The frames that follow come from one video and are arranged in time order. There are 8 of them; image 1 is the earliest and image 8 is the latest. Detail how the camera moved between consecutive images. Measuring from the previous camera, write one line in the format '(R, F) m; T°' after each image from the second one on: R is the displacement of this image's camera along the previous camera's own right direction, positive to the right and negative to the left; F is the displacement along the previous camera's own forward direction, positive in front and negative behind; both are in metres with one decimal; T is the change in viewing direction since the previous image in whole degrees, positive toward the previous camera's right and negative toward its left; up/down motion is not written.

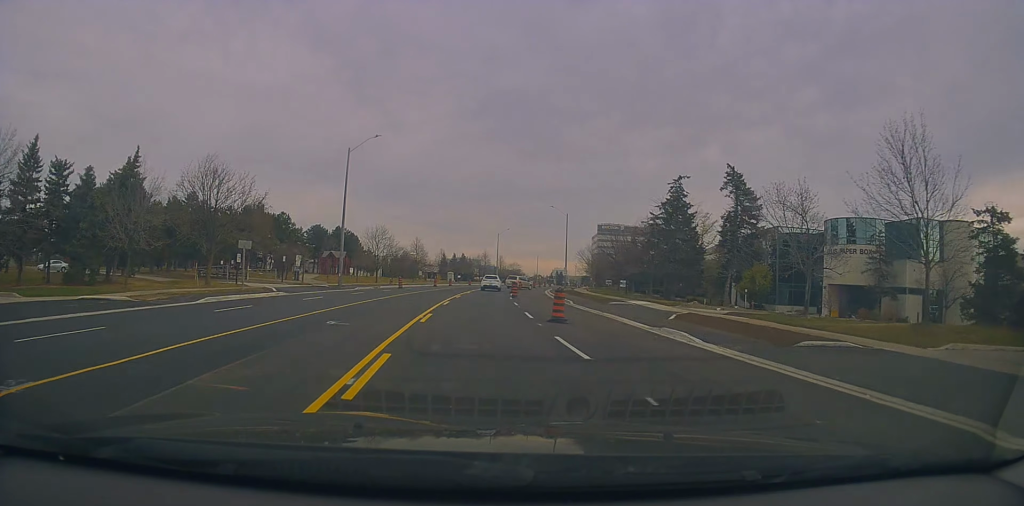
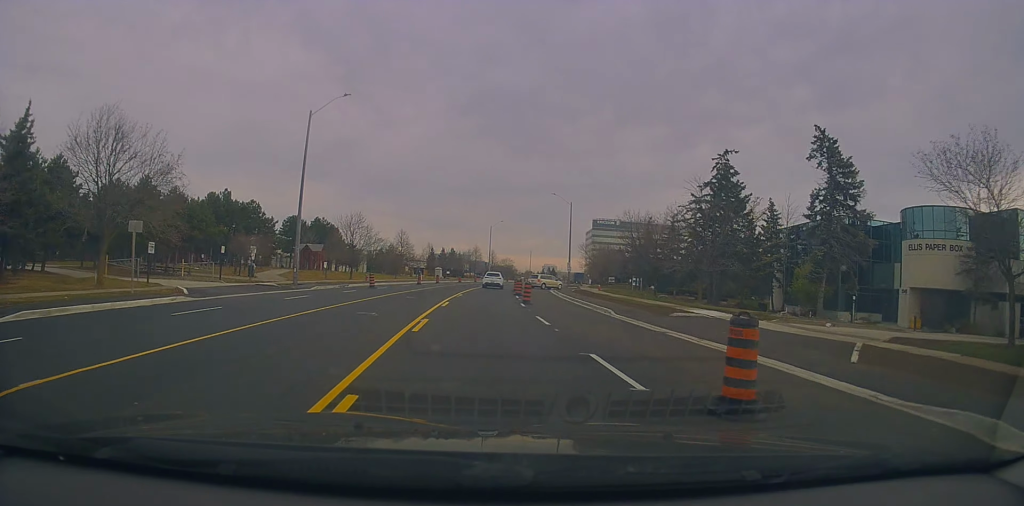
(+0.7, +11.6) m; +2°
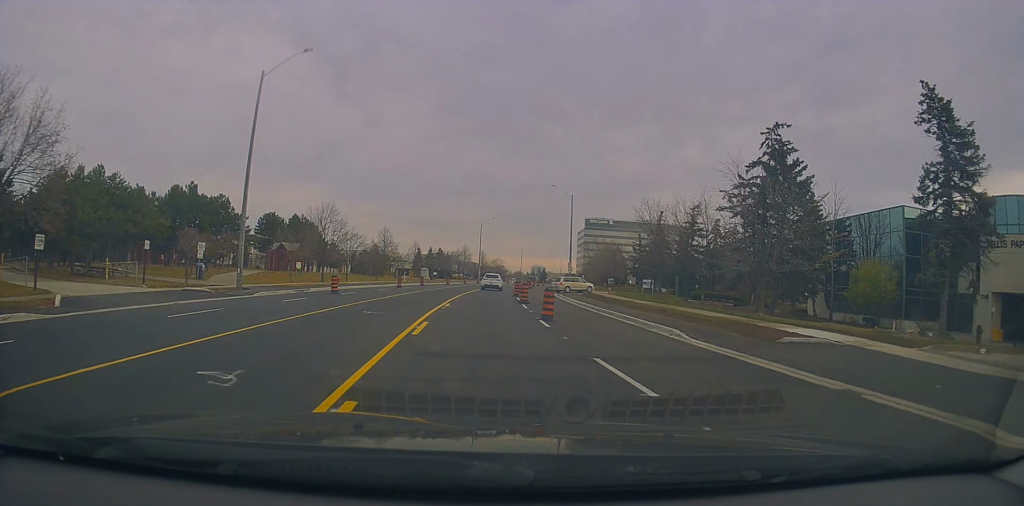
(-0.2, +9.5) m; -1°
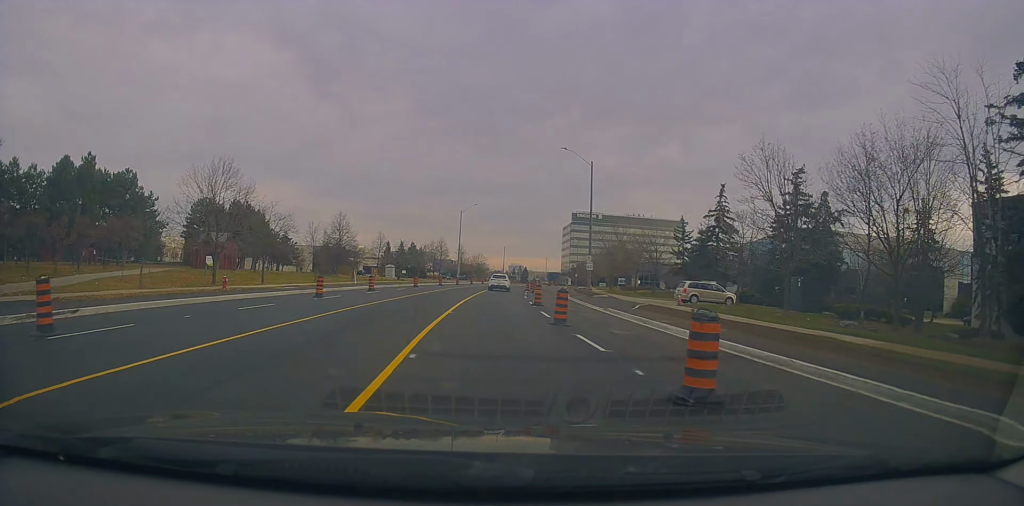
(+0.1, +22.5) m; +2°
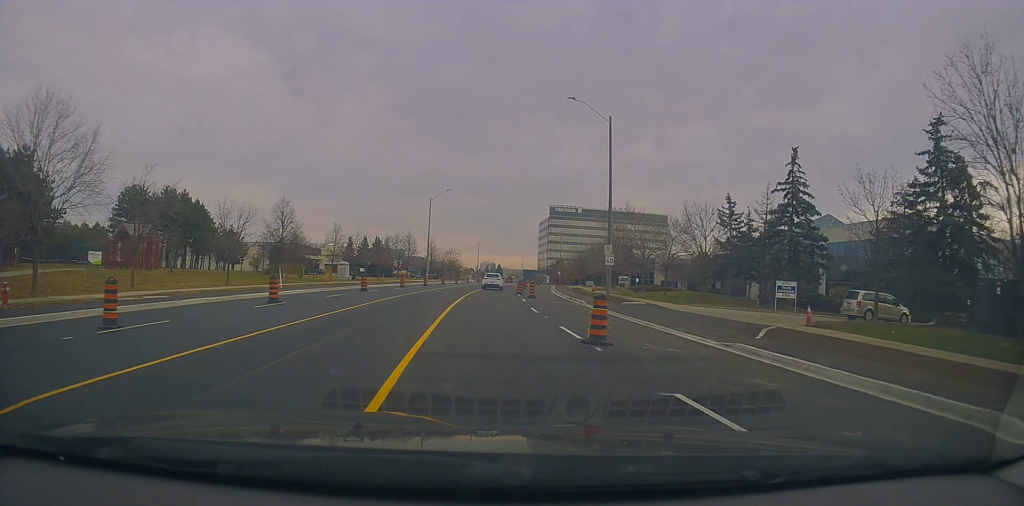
(+0.5, +15.4) m; +2°
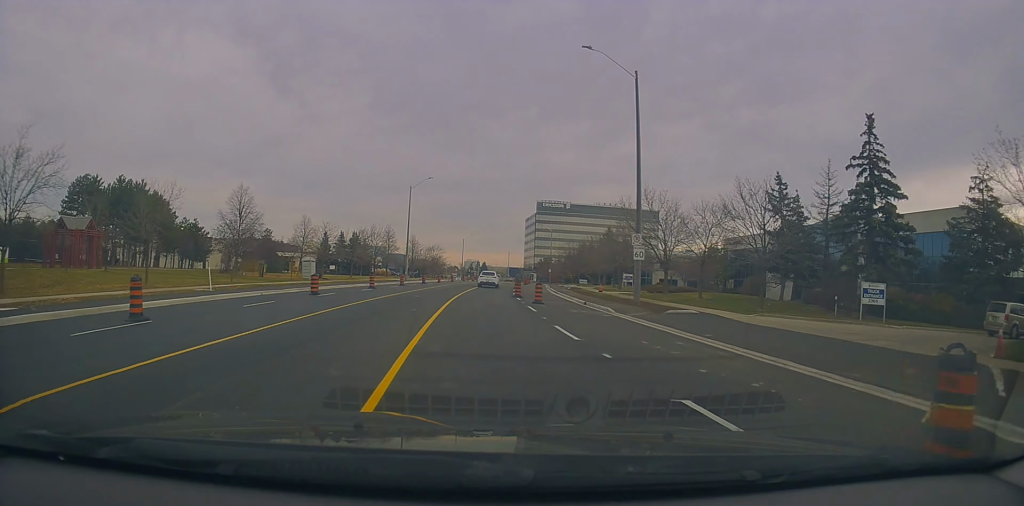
(0.0, +9.2) m; +1°
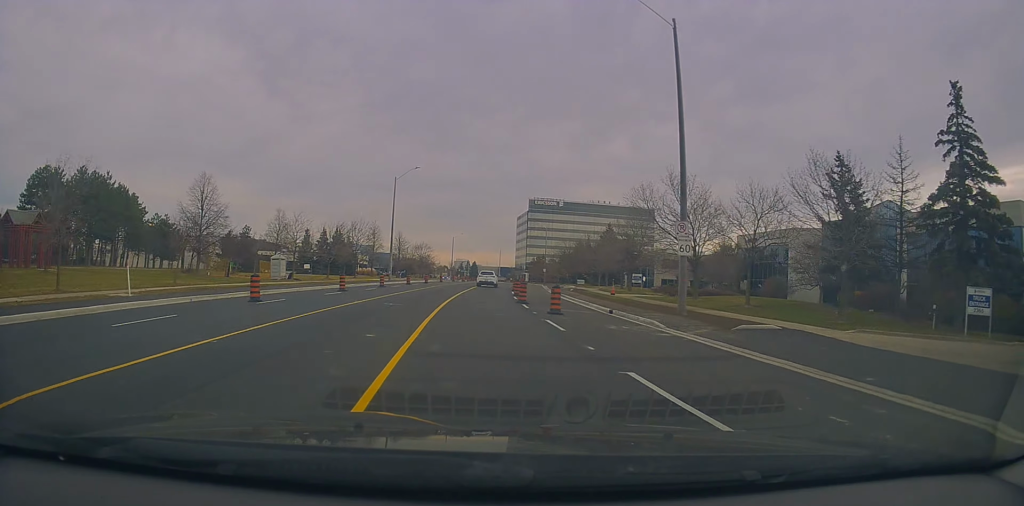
(+0.1, +7.8) m; +1°
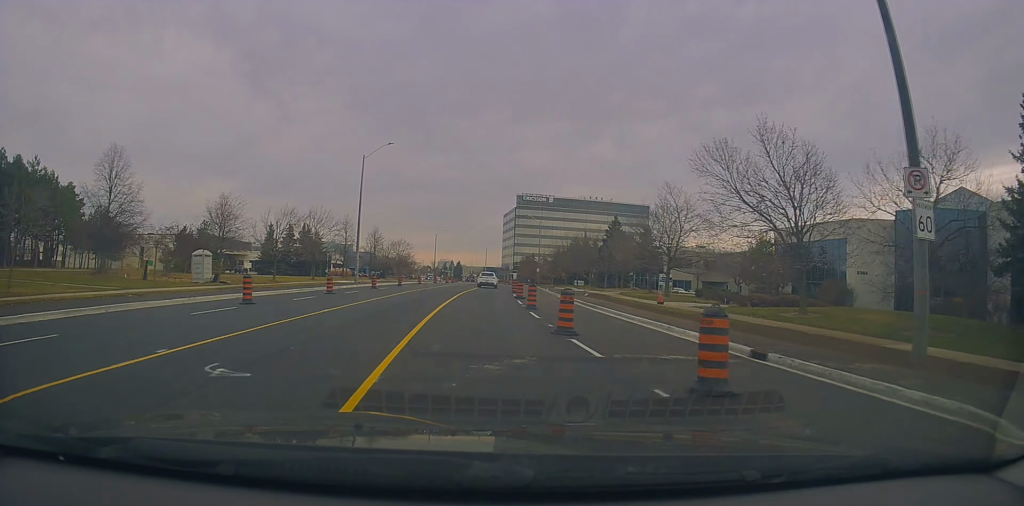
(+0.2, +13.7) m; +3°
